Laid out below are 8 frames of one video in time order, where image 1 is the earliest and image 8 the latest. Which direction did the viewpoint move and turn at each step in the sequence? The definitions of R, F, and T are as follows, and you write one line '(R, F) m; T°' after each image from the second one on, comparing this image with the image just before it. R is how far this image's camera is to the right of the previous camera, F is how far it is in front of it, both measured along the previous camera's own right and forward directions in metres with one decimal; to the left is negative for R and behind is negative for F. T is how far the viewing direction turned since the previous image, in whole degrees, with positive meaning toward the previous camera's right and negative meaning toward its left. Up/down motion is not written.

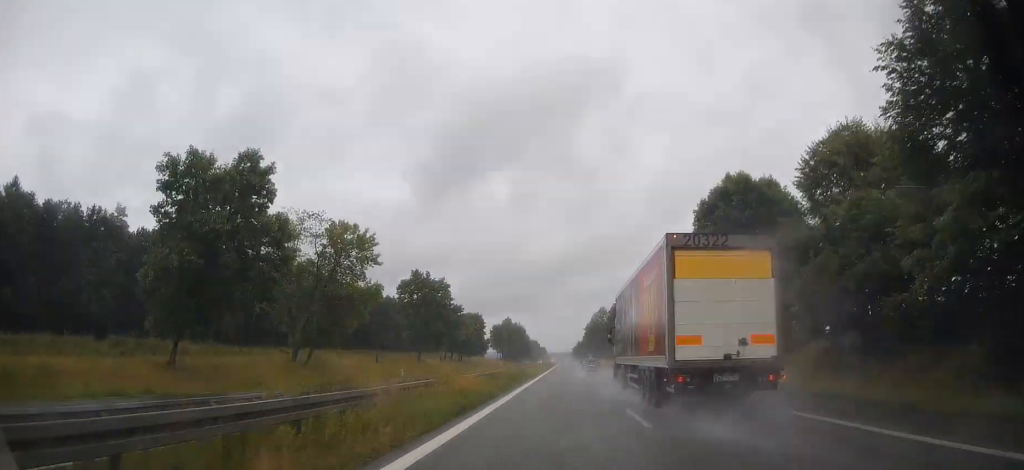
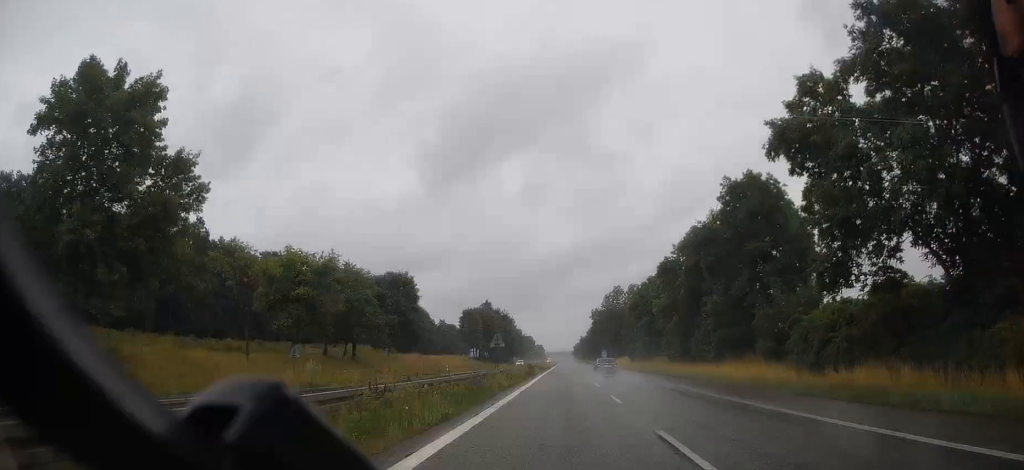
(-0.5, +75.7) m; -1°
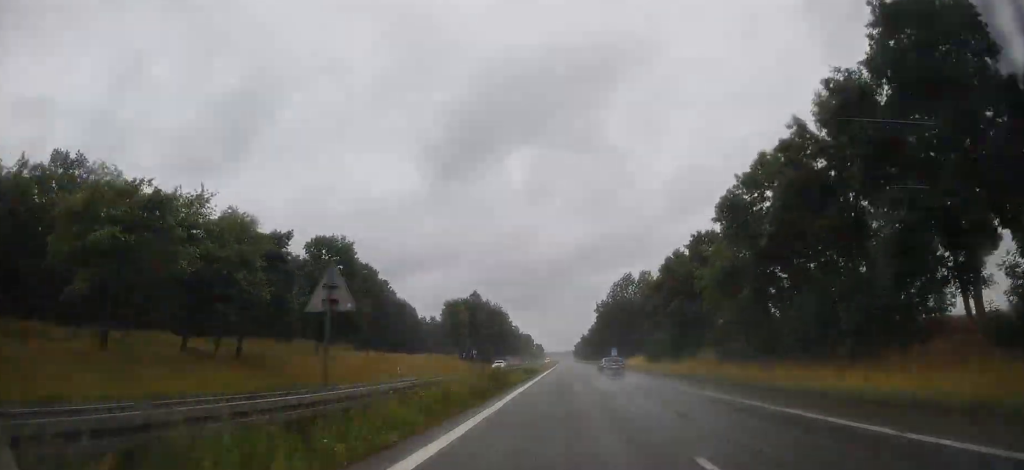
(0.0, +26.8) m; +1°
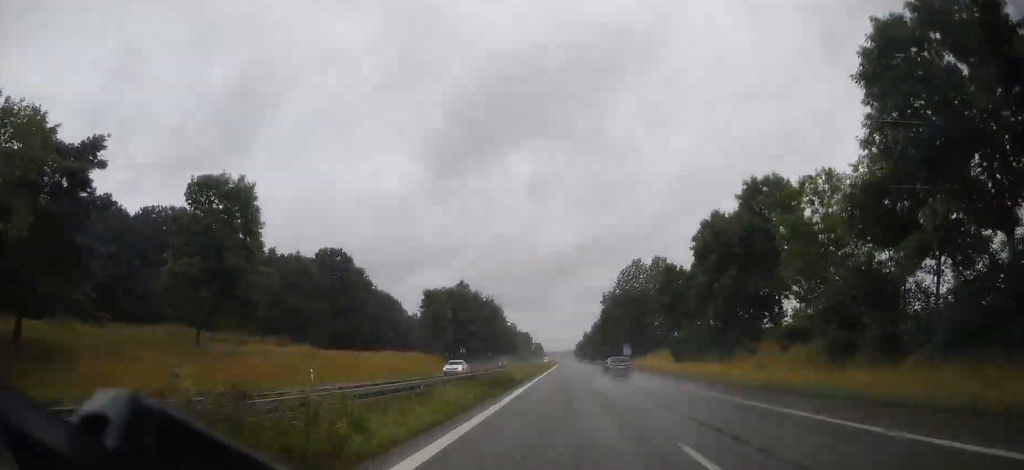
(+0.1, +23.5) m; 0°
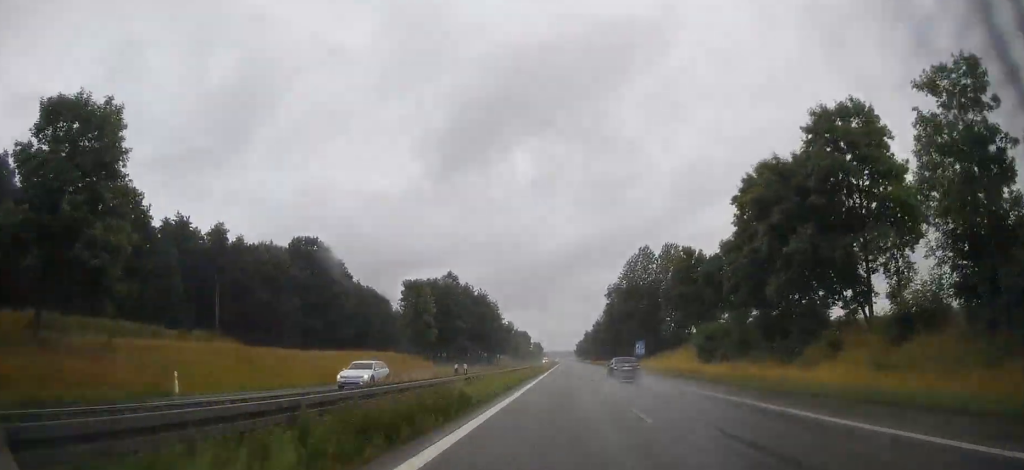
(+0.2, +15.8) m; 0°
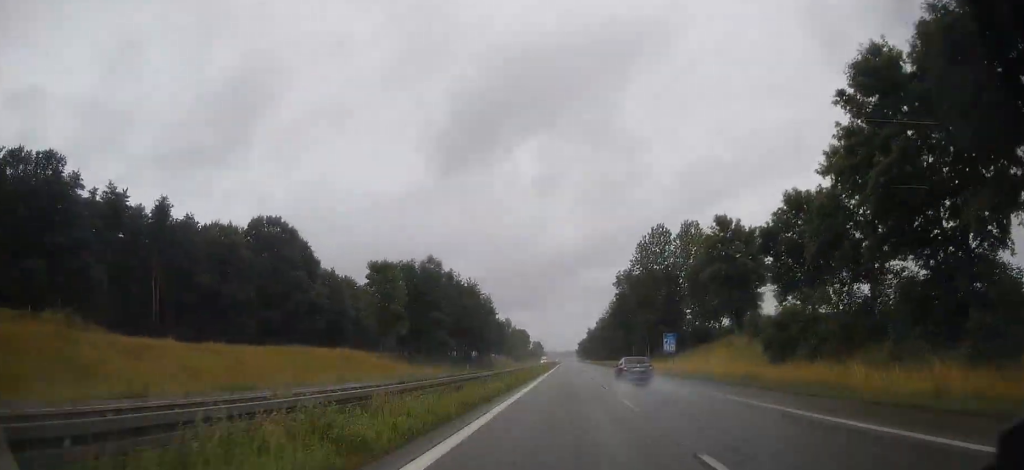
(-0.1, +20.4) m; 0°
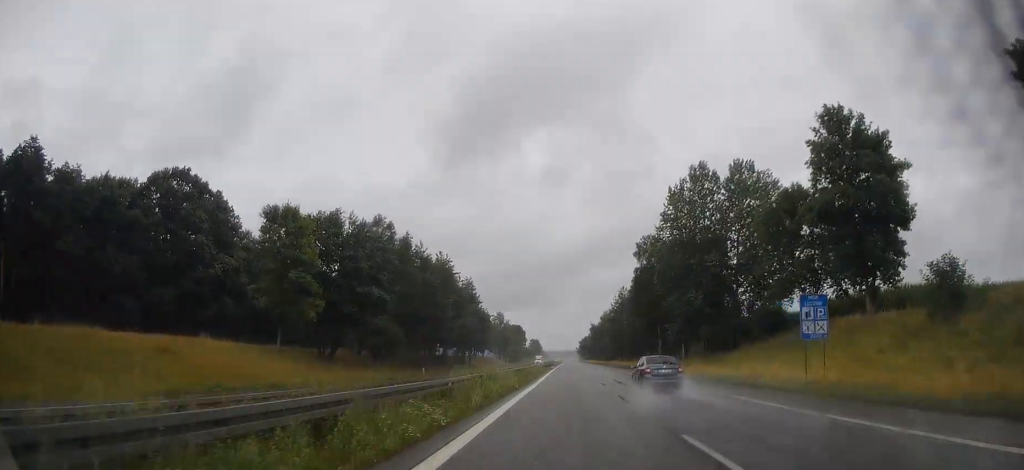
(-0.3, +33.1) m; 0°
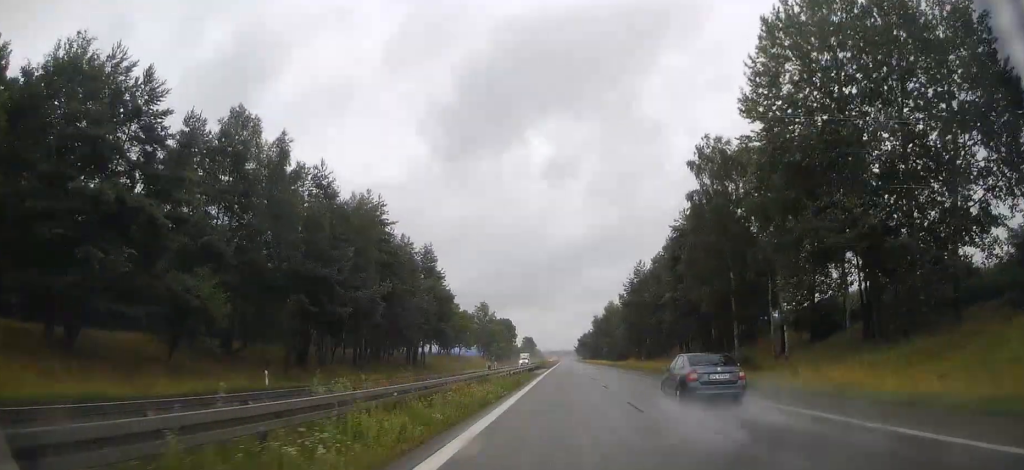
(0.0, +39.0) m; 0°
